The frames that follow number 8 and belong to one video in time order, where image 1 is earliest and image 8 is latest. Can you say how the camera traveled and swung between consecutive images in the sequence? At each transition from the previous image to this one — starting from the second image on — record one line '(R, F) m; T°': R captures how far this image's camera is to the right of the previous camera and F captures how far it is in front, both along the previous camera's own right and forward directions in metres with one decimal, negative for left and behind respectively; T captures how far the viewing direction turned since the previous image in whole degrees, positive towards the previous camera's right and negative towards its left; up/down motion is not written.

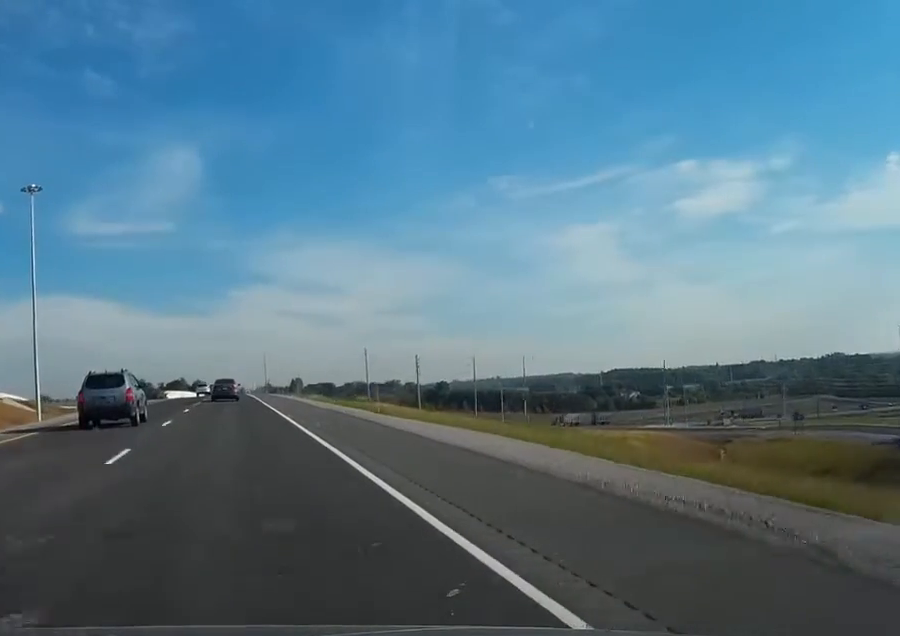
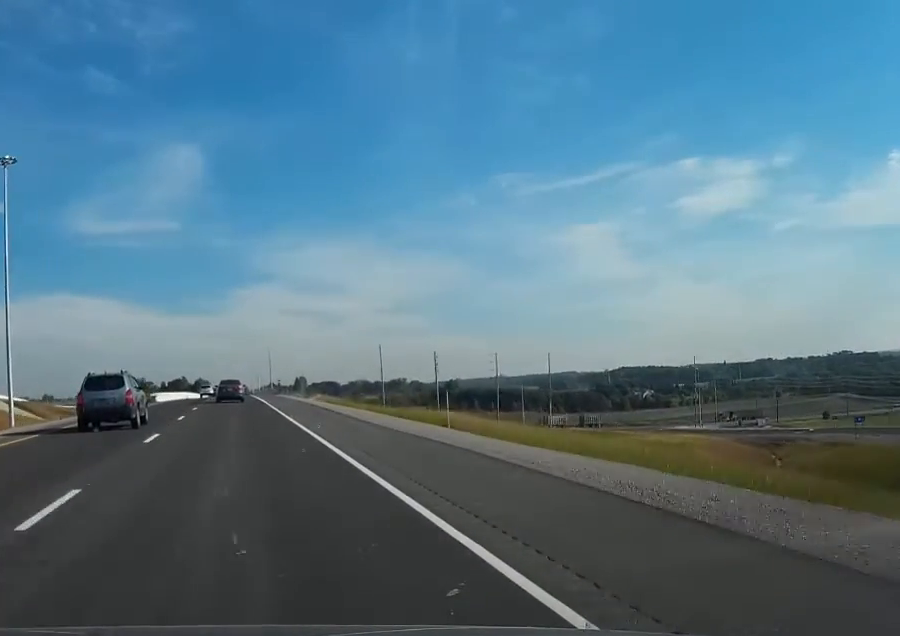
(0.0, +18.5) m; 0°
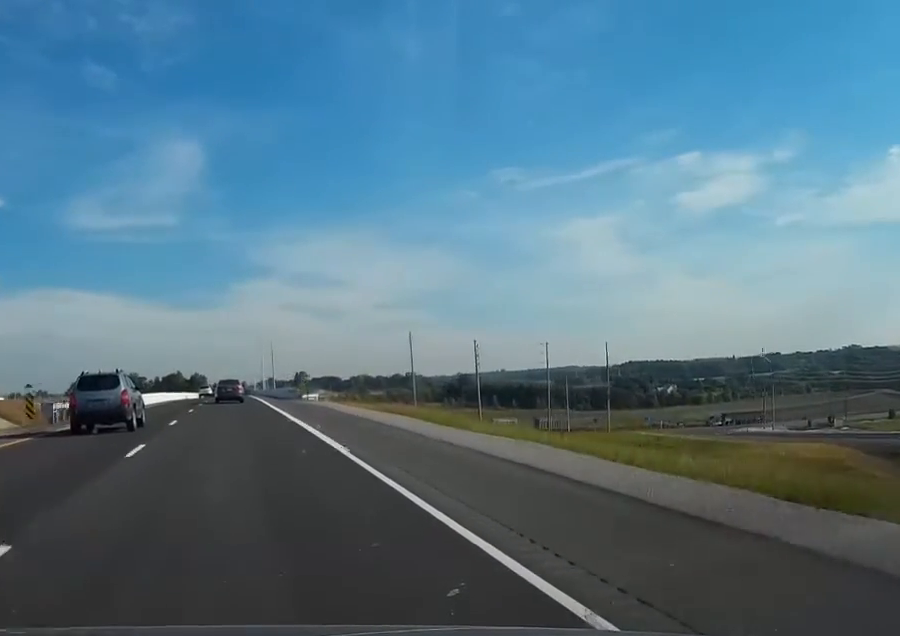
(+0.1, +39.9) m; 0°
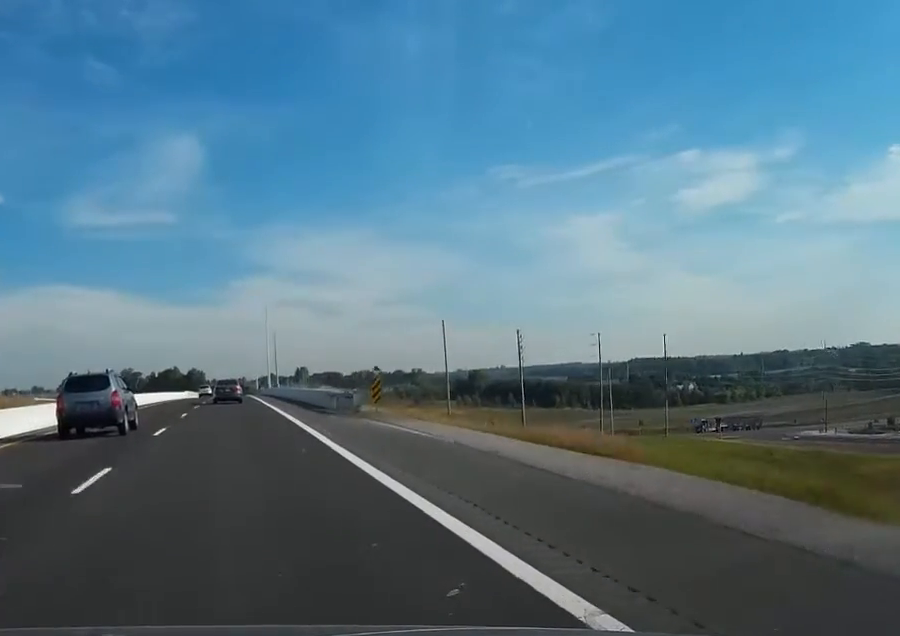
(-0.1, +29.4) m; 0°
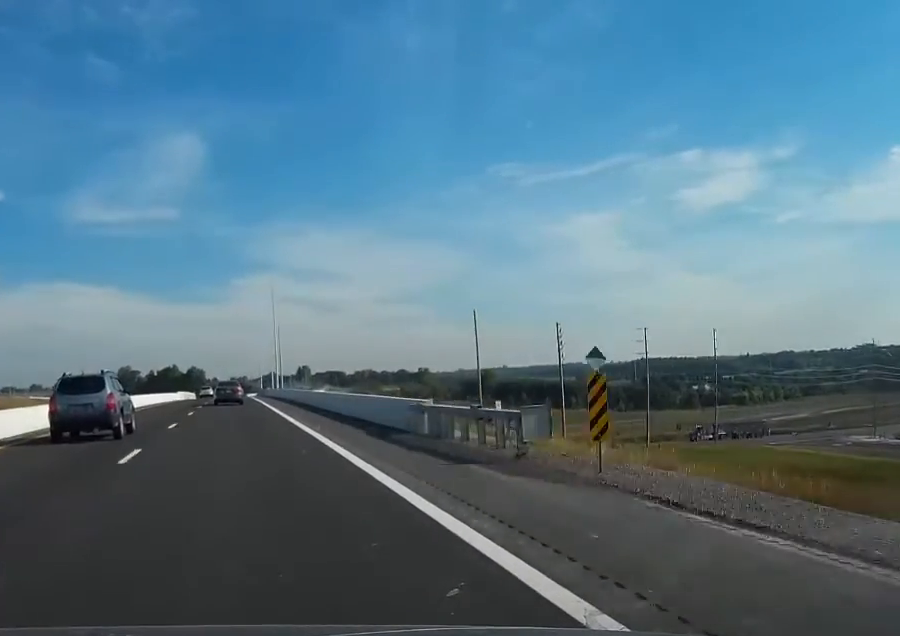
(-0.1, +19.7) m; 0°
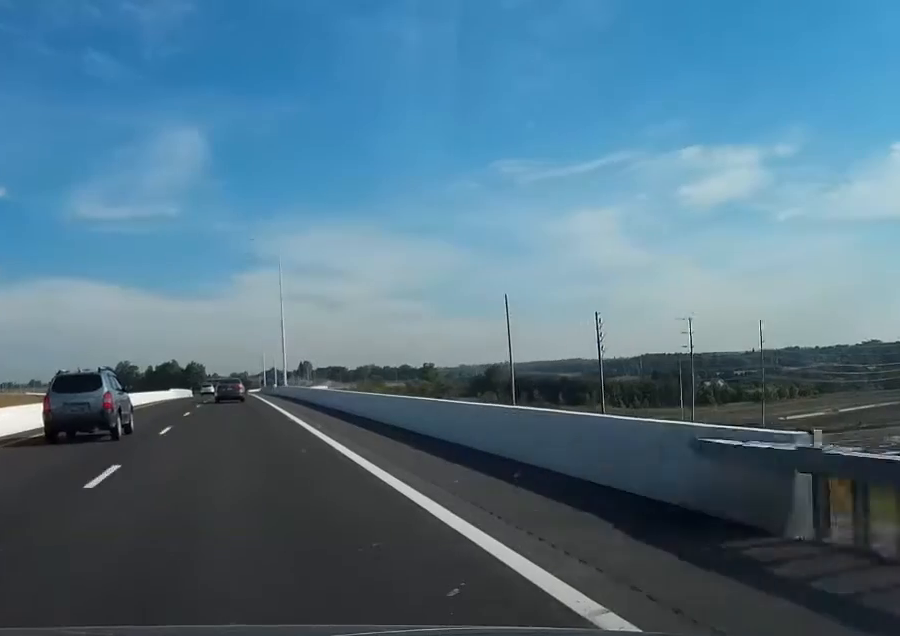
(0.0, +15.8) m; 0°
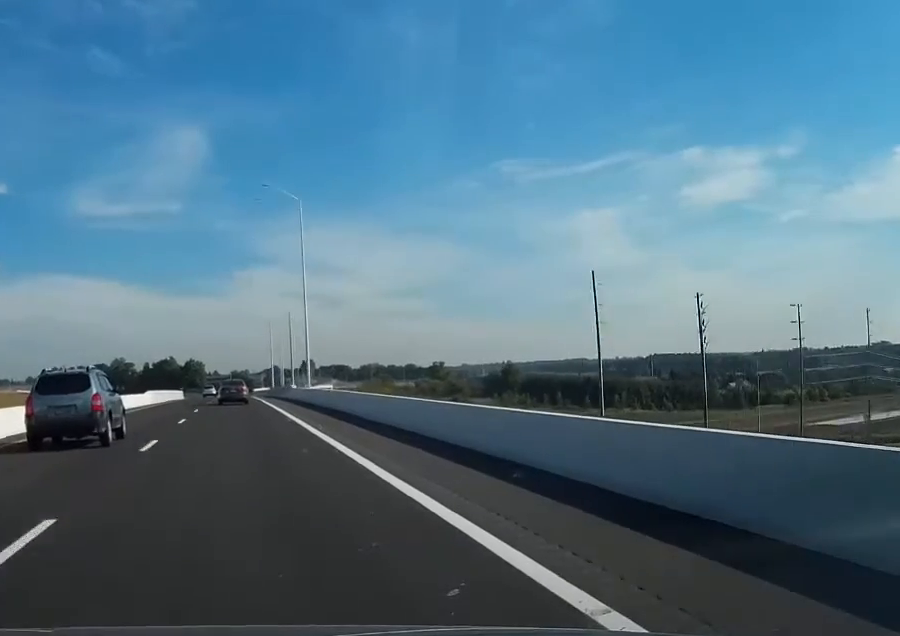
(0.0, +29.7) m; 0°
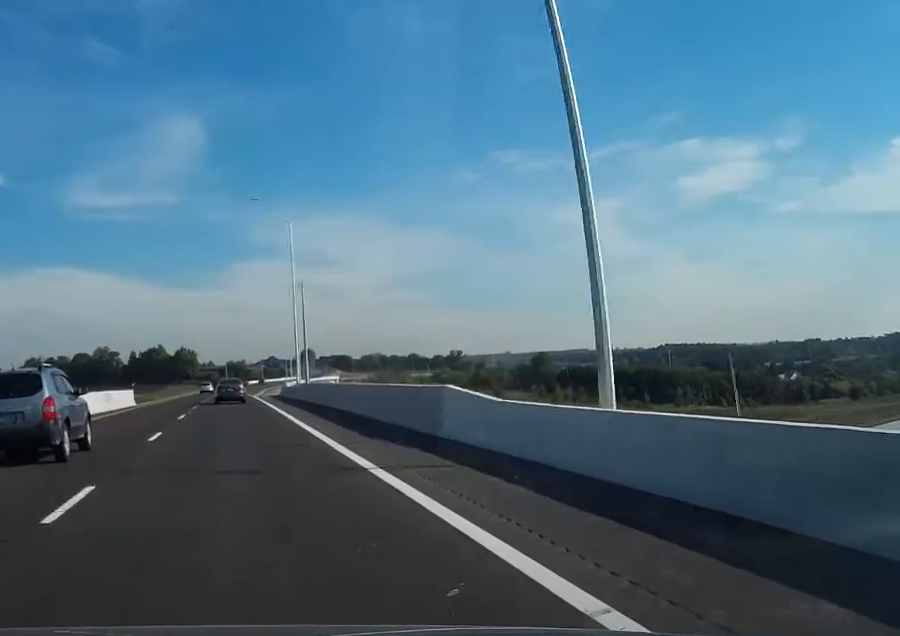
(0.0, +56.9) m; 0°
